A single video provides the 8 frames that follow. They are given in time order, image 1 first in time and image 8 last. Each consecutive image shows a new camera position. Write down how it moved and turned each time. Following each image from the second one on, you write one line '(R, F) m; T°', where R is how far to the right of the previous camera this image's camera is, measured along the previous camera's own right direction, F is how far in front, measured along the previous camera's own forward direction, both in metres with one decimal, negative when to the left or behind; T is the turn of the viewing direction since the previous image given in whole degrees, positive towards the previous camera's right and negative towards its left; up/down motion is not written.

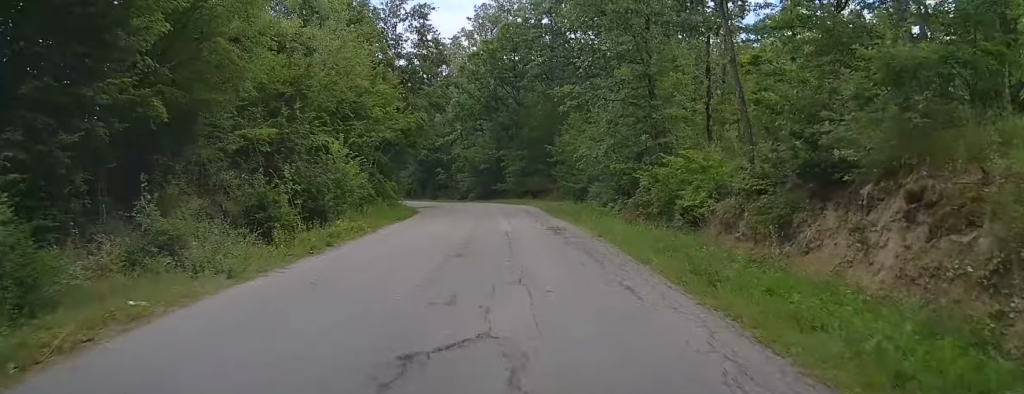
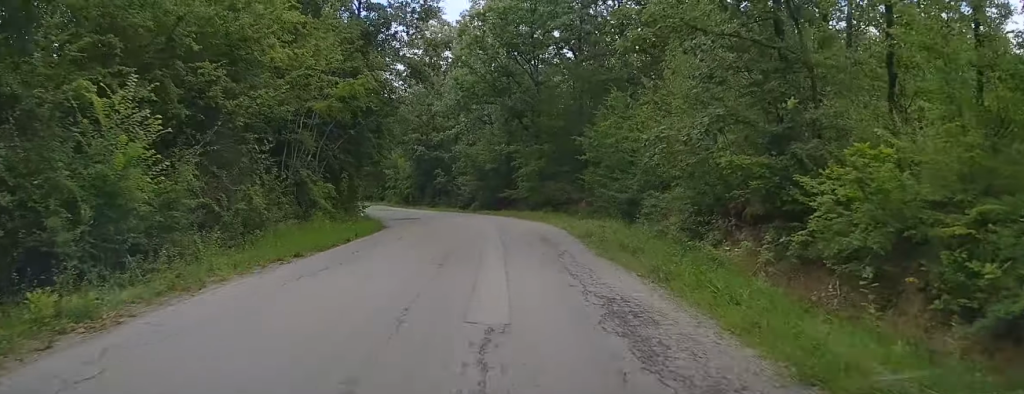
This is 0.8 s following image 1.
(0.0, +11.4) m; 0°
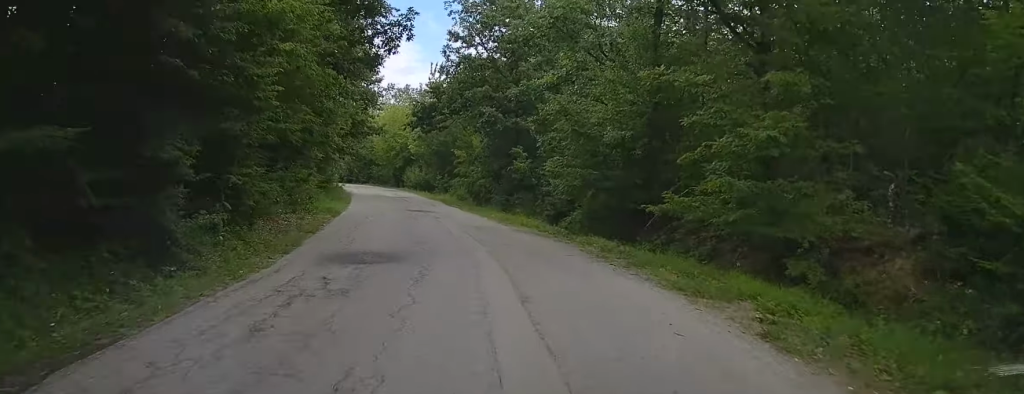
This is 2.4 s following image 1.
(-0.9, +22.1) m; -7°
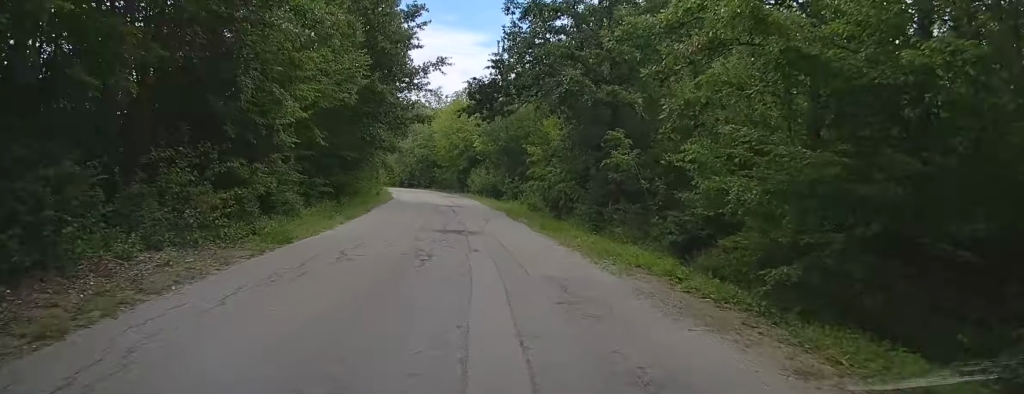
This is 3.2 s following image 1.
(-0.5, +11.3) m; -5°
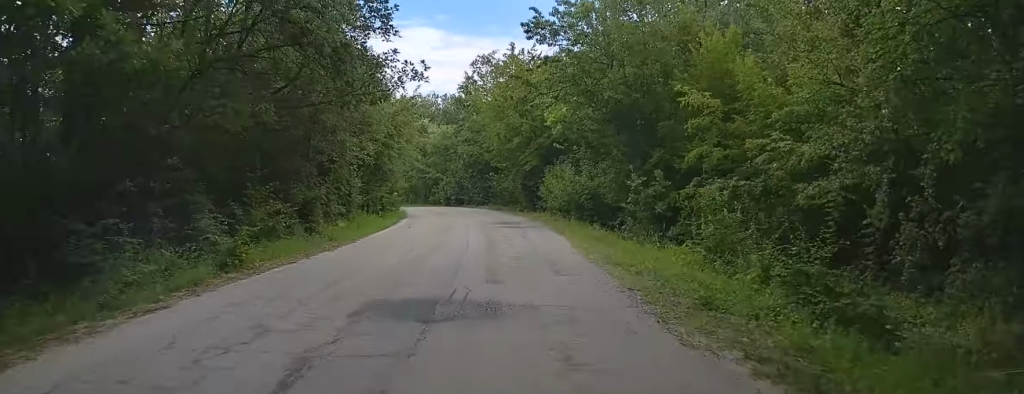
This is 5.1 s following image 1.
(-2.7, +26.4) m; -11°
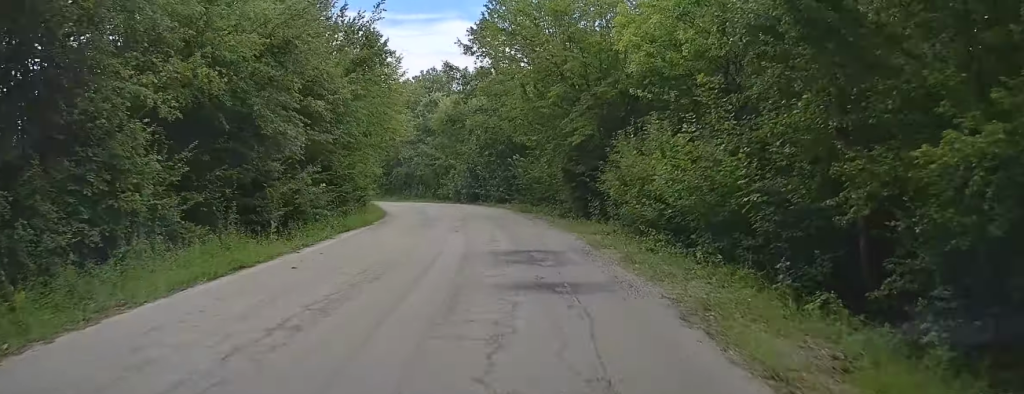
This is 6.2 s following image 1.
(-0.7, +15.9) m; -5°
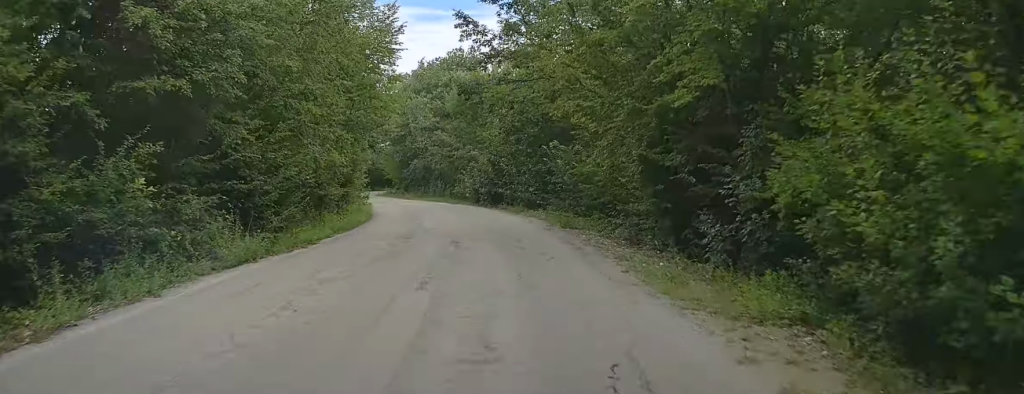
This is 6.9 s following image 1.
(-0.2, +9.8) m; -2°
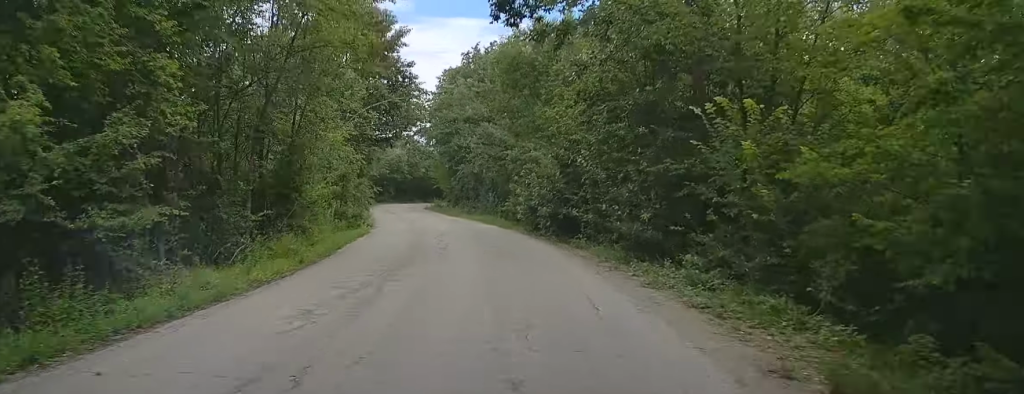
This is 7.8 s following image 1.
(-0.2, +13.4) m; -4°
